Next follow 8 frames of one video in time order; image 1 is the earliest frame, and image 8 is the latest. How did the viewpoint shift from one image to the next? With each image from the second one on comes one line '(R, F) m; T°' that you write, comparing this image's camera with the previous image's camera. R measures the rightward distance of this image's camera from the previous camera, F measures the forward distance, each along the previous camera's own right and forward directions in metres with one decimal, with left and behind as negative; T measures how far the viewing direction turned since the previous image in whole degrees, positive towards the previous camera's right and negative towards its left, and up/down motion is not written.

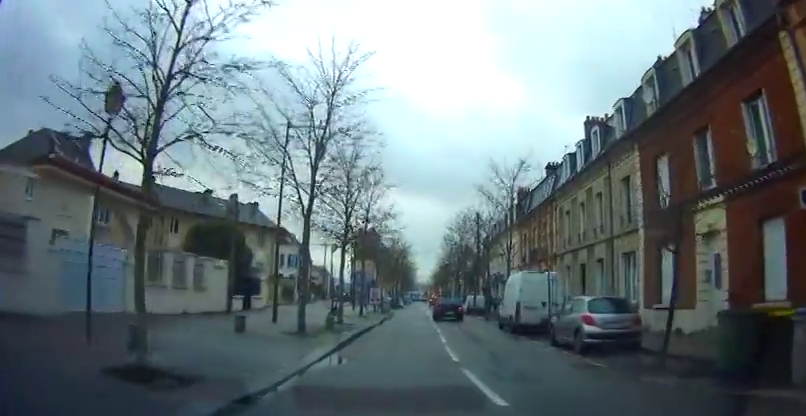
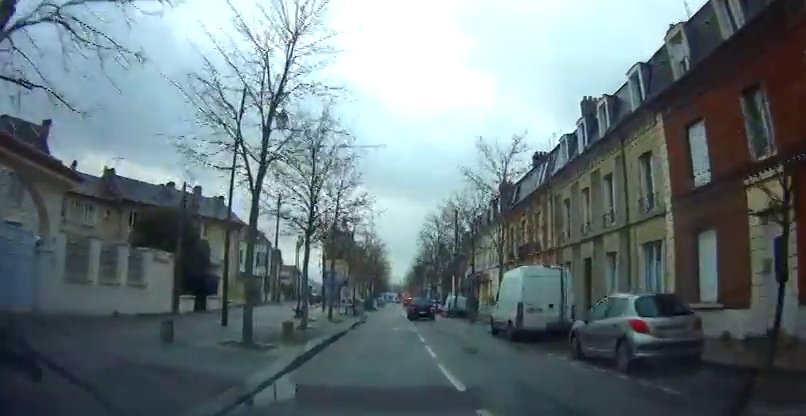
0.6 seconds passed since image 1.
(0.0, +3.5) m; 0°
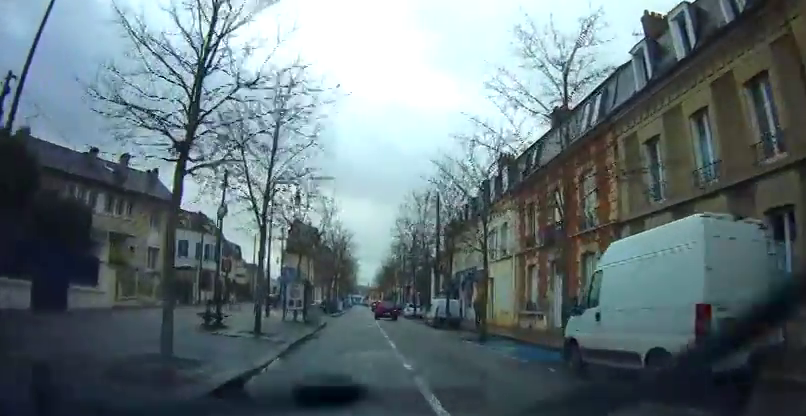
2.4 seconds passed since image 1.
(0.0, +10.2) m; +3°
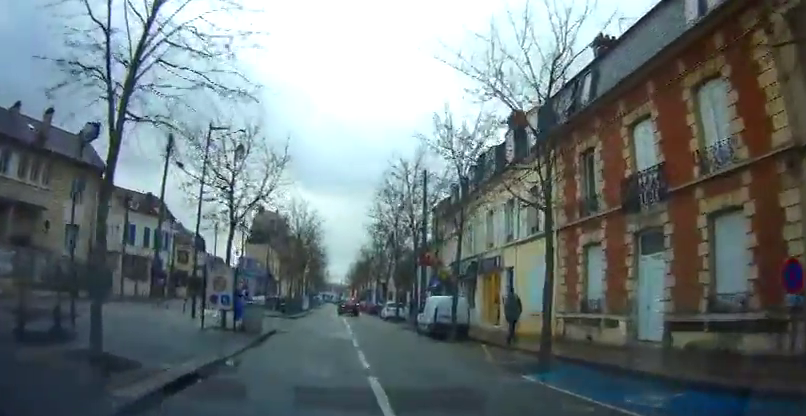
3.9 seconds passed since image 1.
(+0.5, +9.0) m; +1°
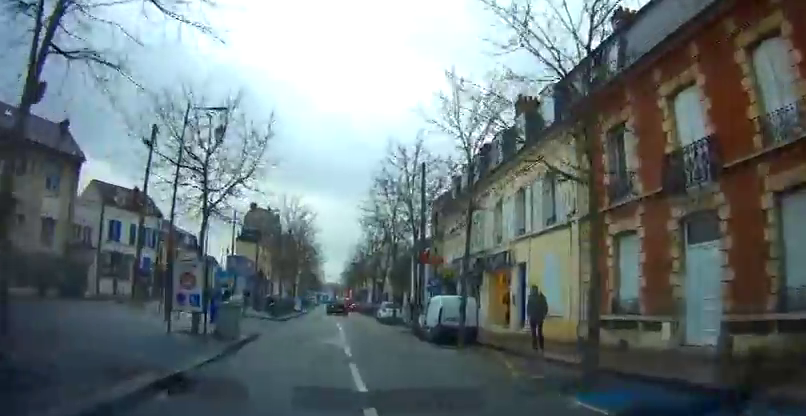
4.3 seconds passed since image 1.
(-0.2, +2.5) m; -2°
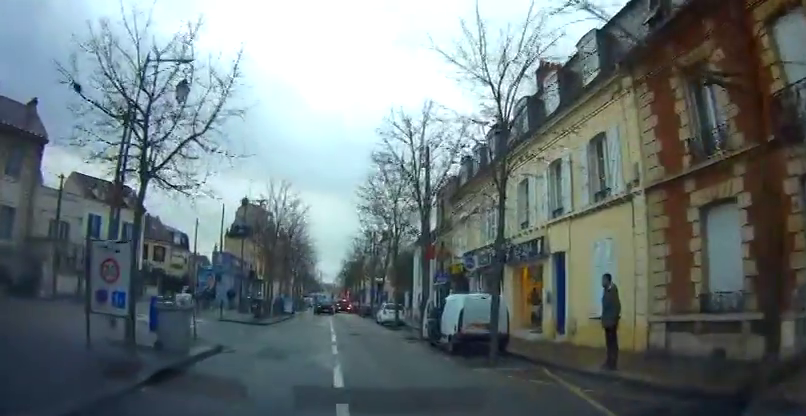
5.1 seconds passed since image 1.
(-0.2, +4.4) m; -1°
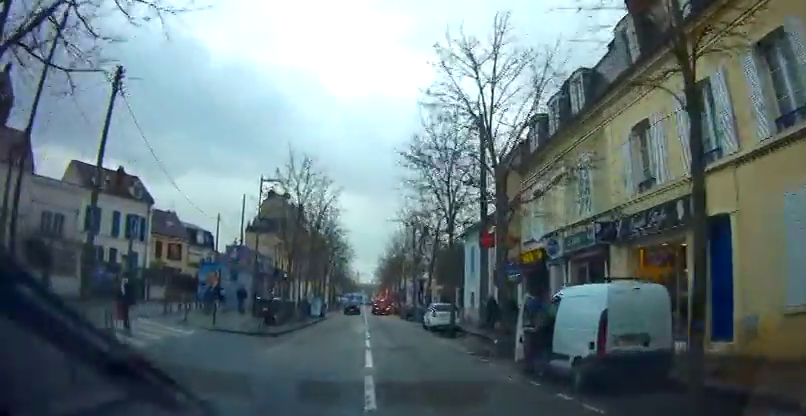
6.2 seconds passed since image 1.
(+0.2, +6.2) m; +5°
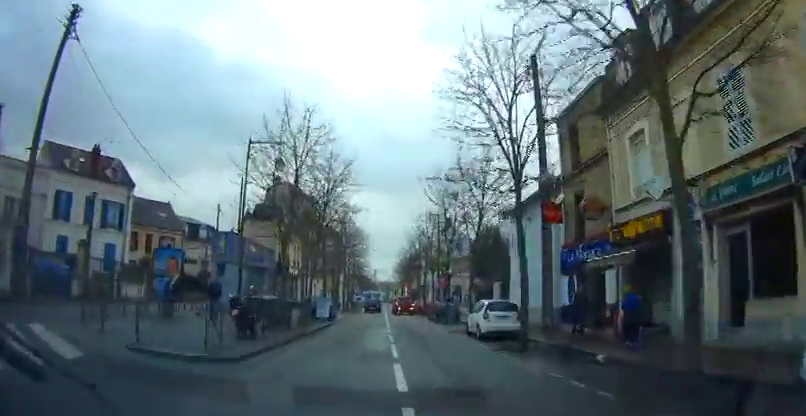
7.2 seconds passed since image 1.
(+0.3, +6.6) m; +1°
